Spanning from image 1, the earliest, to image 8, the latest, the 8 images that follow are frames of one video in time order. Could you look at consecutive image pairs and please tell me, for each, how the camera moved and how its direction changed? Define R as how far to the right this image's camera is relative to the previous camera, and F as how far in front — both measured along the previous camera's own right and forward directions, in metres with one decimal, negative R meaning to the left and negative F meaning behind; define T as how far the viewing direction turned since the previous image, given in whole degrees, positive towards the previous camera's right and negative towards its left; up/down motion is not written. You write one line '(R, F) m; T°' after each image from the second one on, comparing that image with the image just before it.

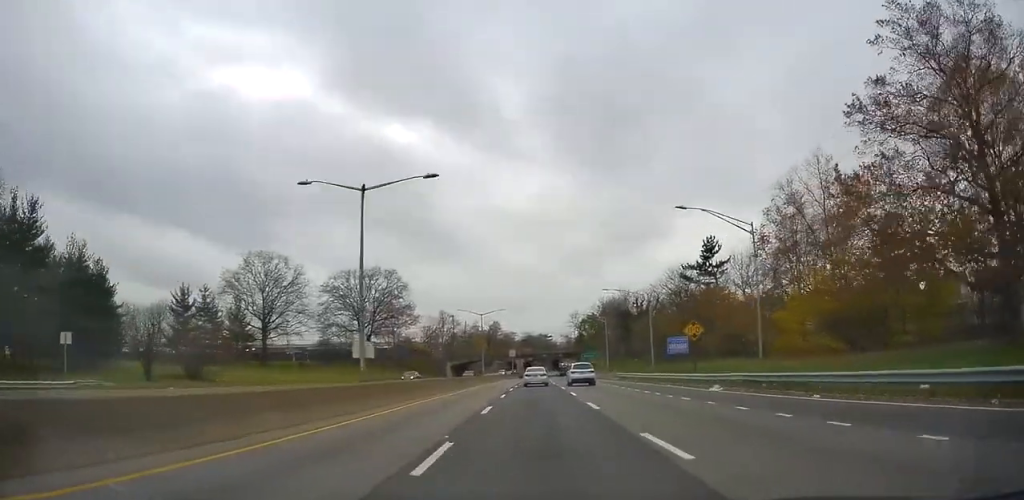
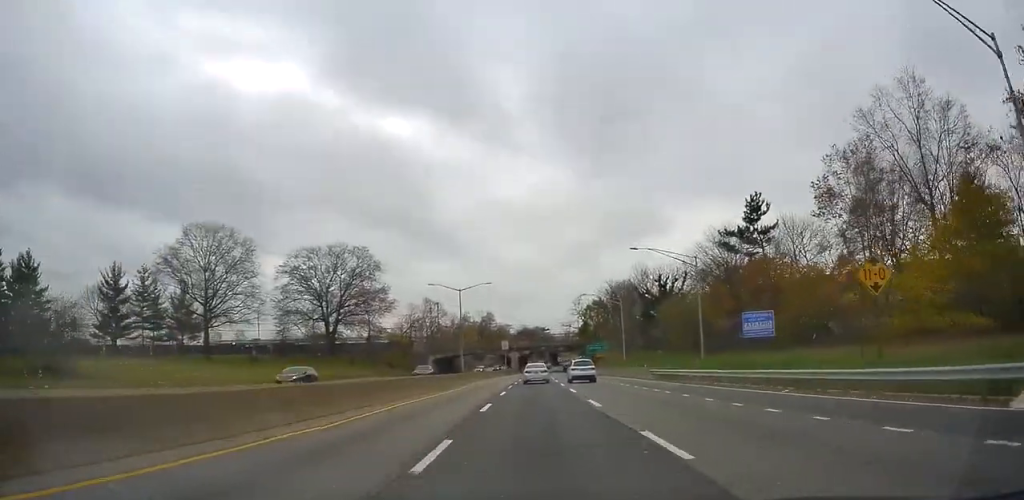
(+0.2, +19.7) m; +1°
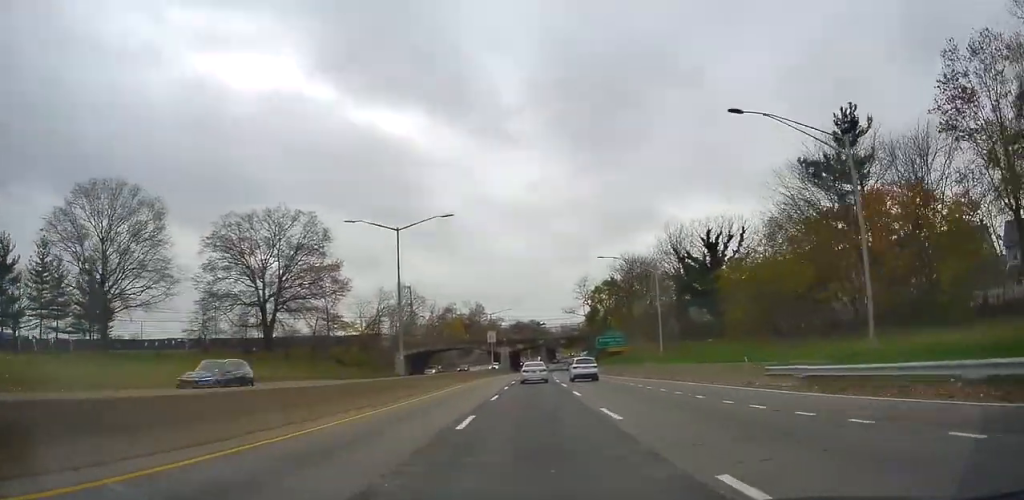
(+0.1, +24.2) m; +1°
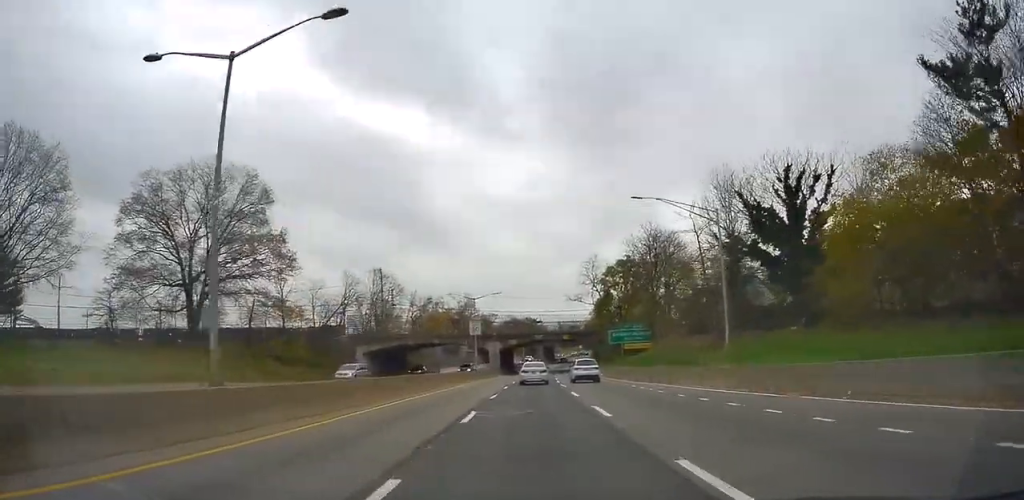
(0.0, +18.8) m; +1°
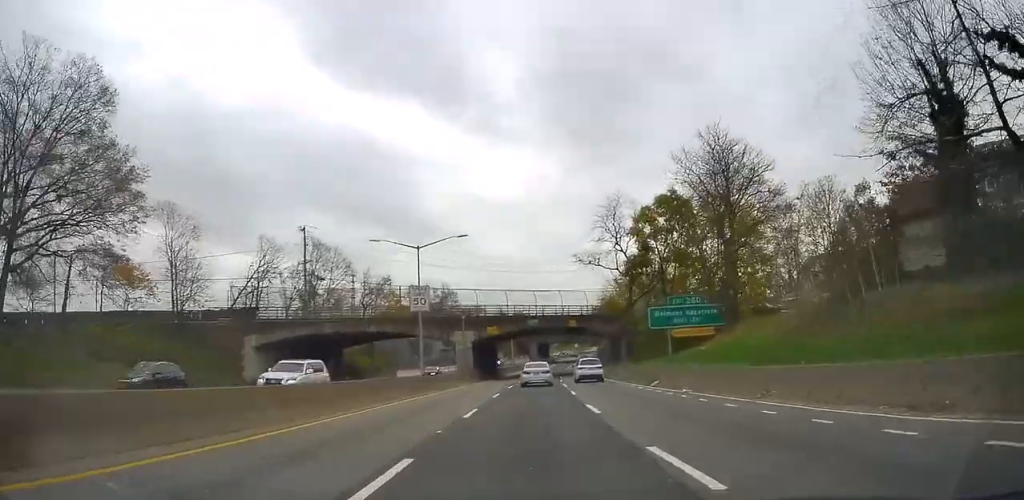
(+0.4, +28.6) m; +1°
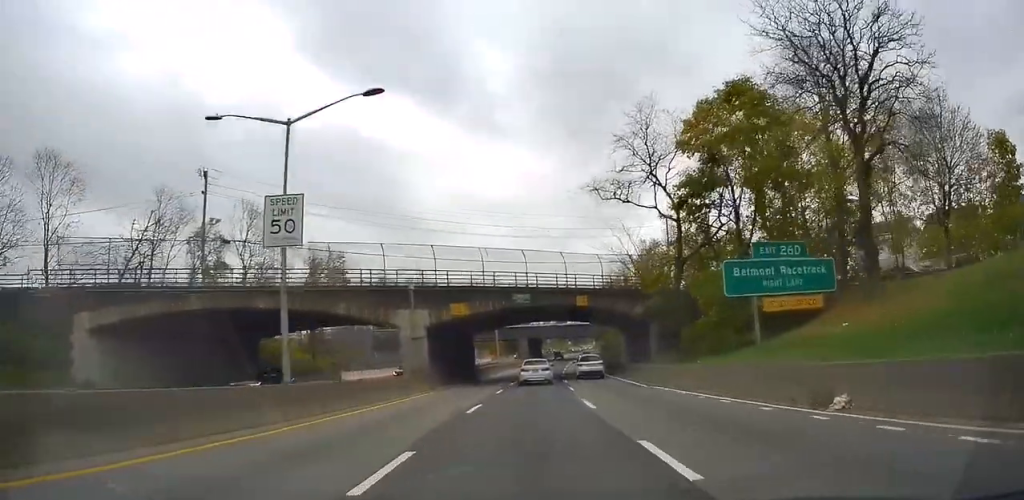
(0.0, +19.1) m; 0°
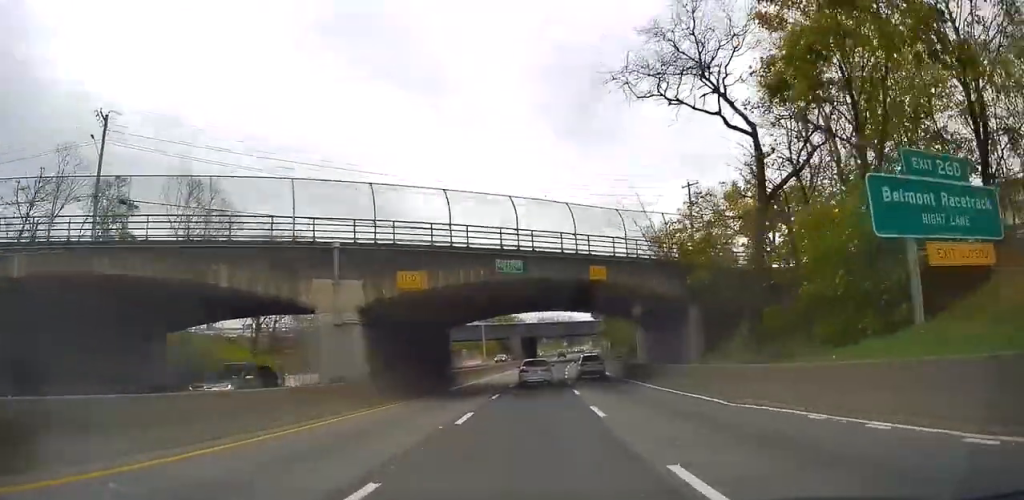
(0.0, +12.3) m; 0°
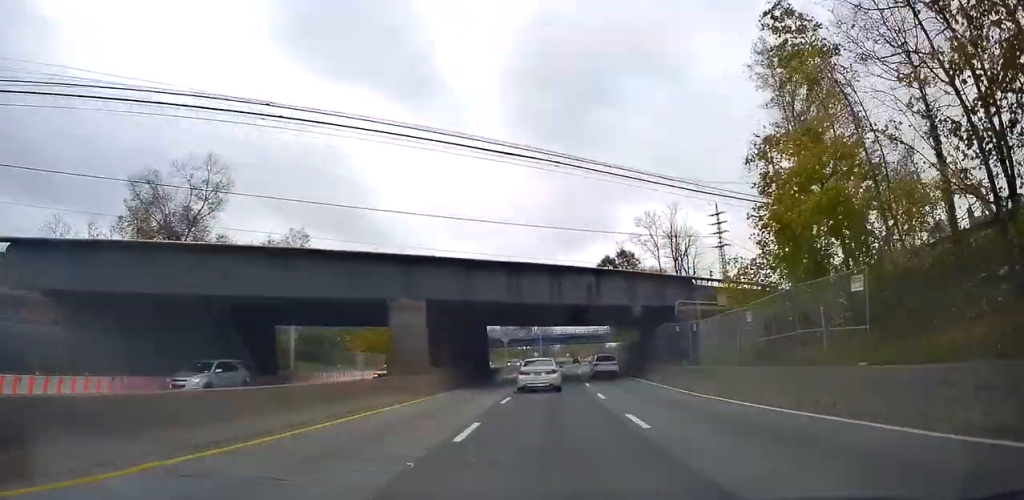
(+1.0, +61.7) m; +2°
